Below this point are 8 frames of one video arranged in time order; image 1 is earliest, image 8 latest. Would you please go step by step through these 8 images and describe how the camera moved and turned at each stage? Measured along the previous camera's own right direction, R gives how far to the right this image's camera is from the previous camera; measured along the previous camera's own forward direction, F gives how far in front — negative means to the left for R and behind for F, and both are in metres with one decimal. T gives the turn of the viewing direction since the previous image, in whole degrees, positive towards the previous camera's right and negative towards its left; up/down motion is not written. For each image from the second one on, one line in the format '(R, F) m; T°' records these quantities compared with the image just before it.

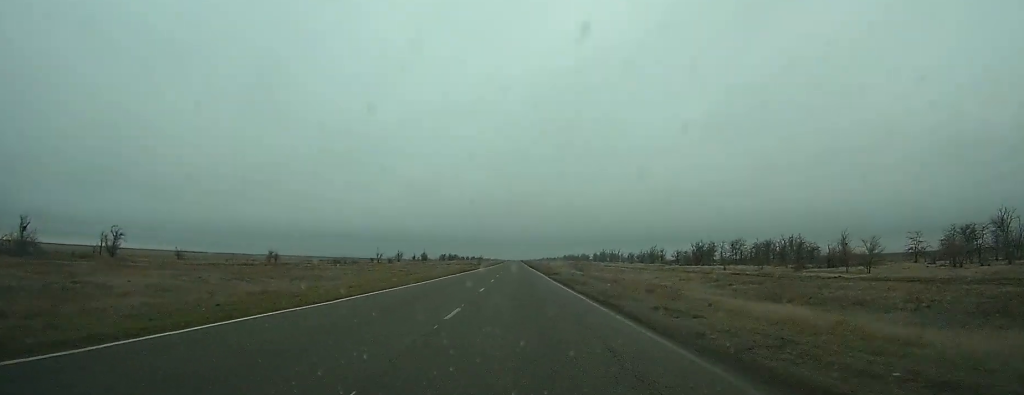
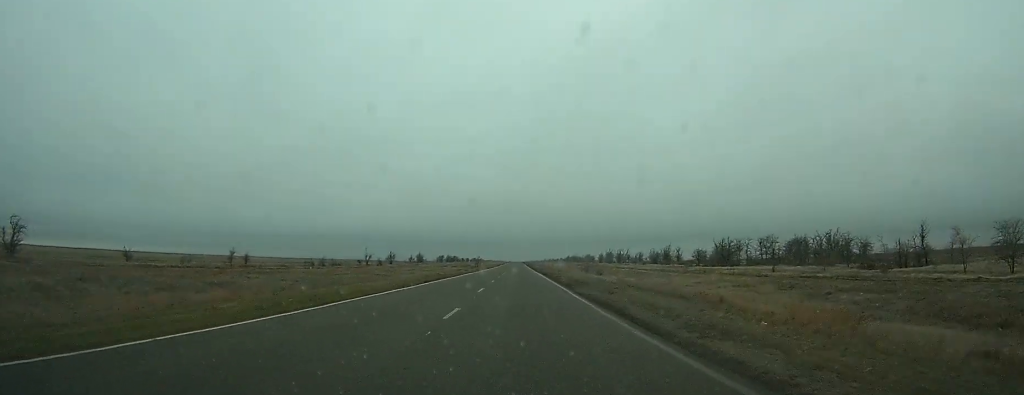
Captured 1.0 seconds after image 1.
(0.0, +22.6) m; 0°
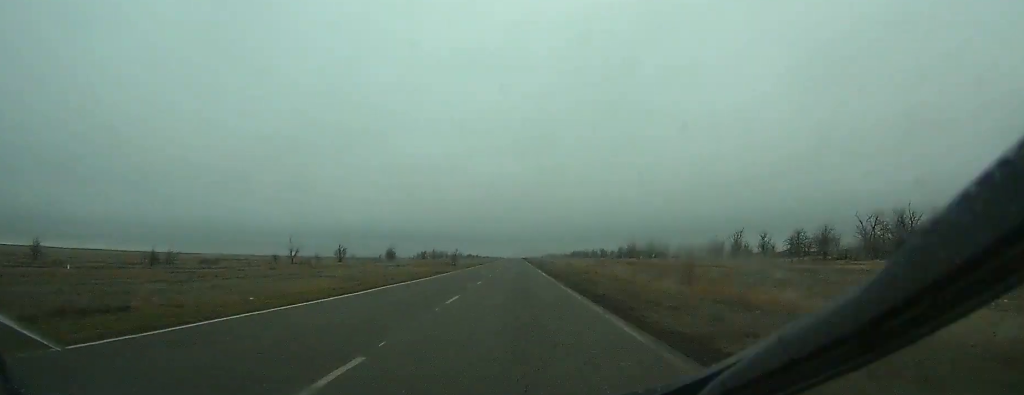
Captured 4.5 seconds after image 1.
(-0.2, +79.1) m; 0°
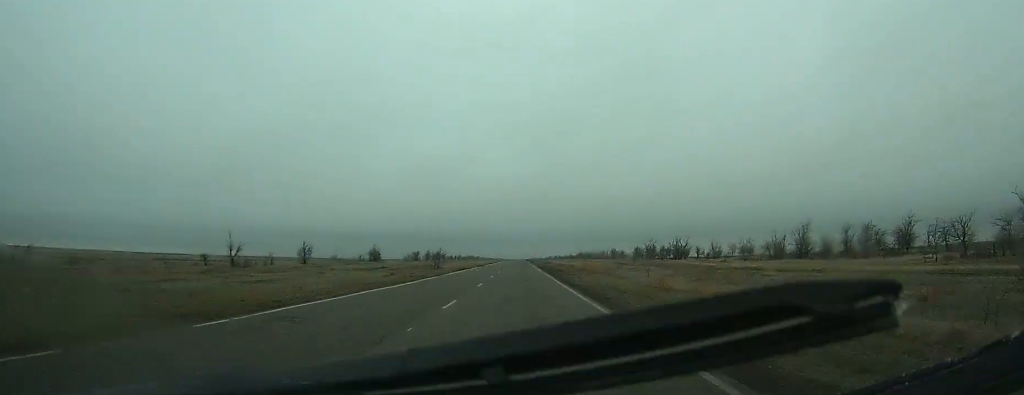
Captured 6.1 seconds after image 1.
(-0.1, +39.9) m; 0°
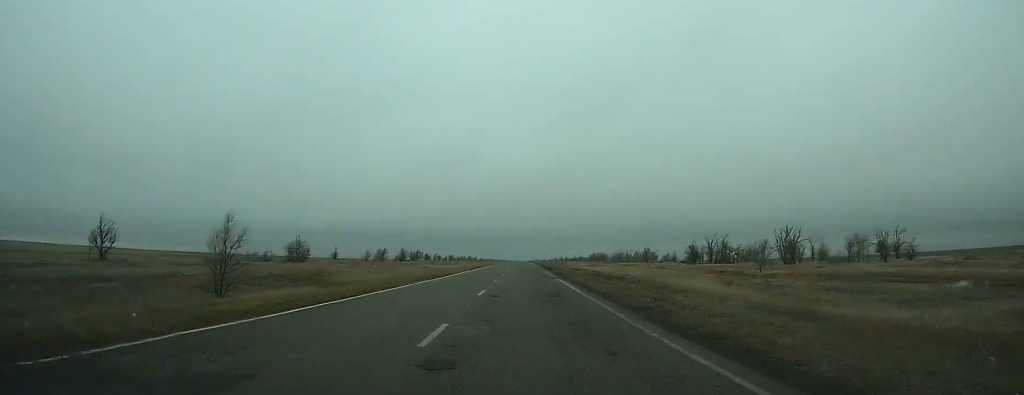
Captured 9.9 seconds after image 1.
(-0.4, +92.6) m; 0°
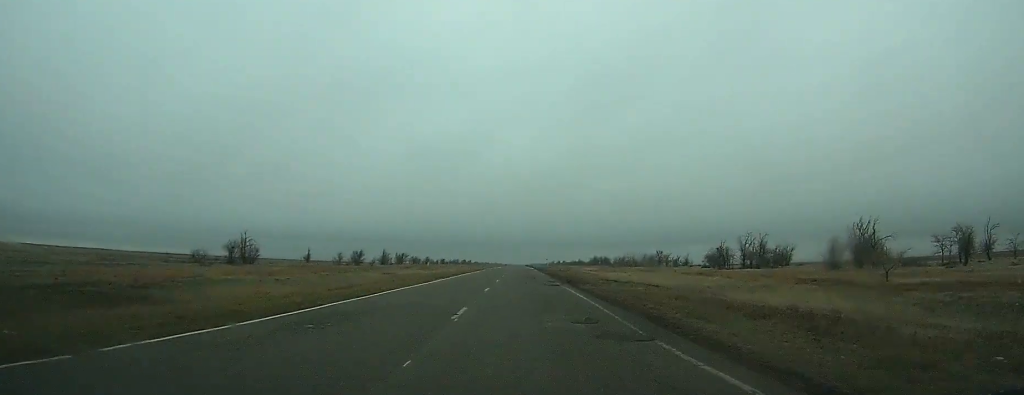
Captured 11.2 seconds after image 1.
(+0.1, +30.4) m; 0°
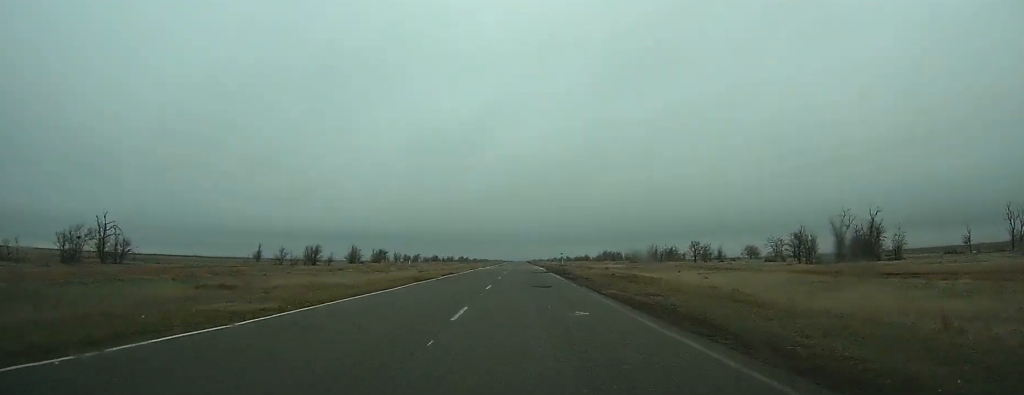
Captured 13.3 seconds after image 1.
(+0.2, +47.2) m; 0°
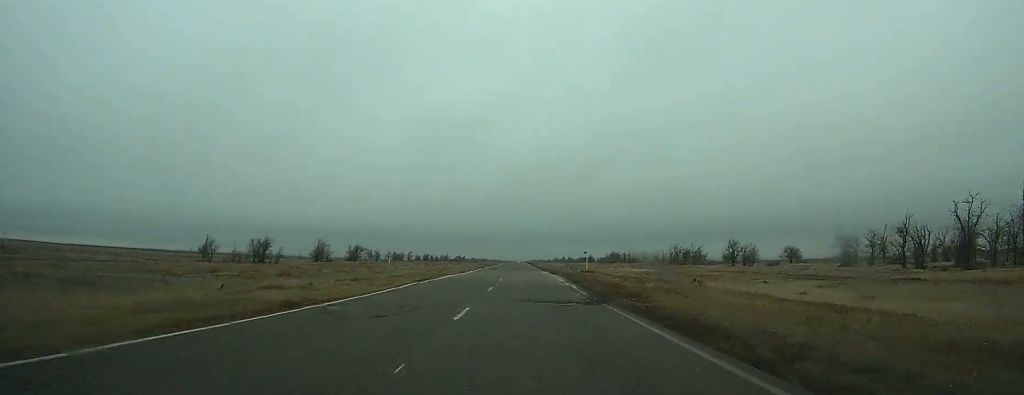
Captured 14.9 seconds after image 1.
(0.0, +36.0) m; 0°
